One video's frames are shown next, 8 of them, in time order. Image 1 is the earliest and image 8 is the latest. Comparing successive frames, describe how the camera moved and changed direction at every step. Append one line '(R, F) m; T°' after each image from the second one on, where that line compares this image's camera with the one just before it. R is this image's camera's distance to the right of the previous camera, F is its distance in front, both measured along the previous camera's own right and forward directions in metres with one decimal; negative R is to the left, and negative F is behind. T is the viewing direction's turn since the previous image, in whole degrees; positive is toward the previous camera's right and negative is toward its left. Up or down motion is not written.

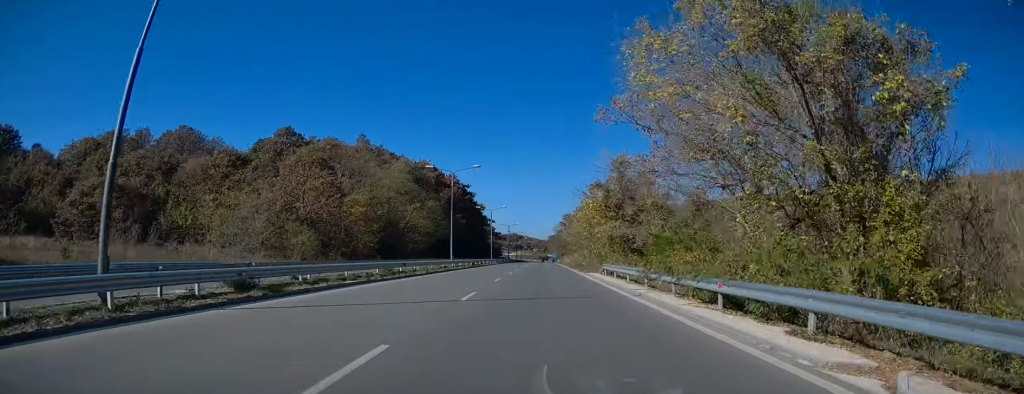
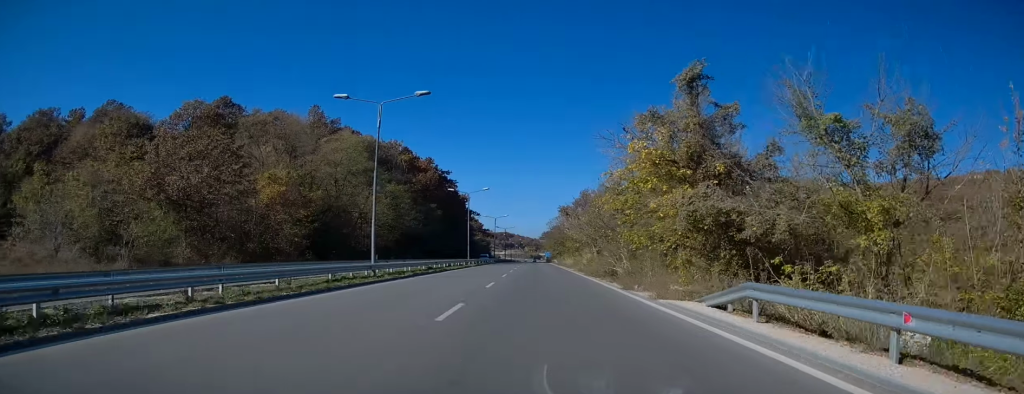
(+0.3, +21.3) m; +1°
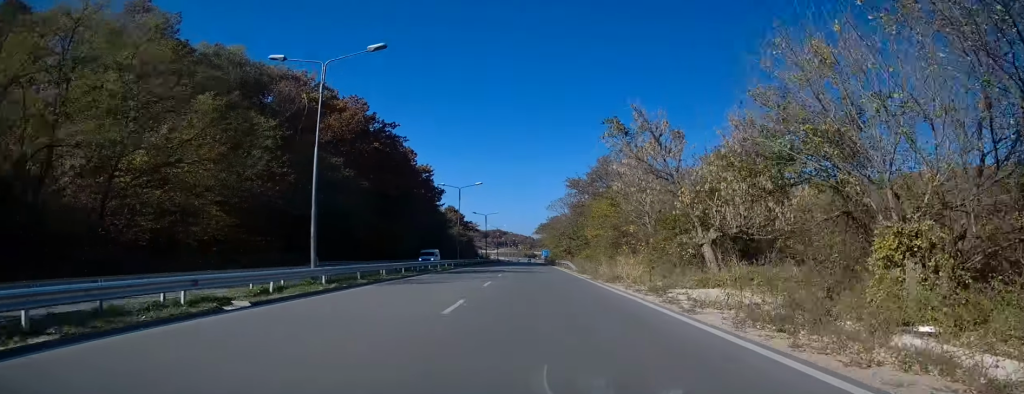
(+0.6, +43.5) m; +2°
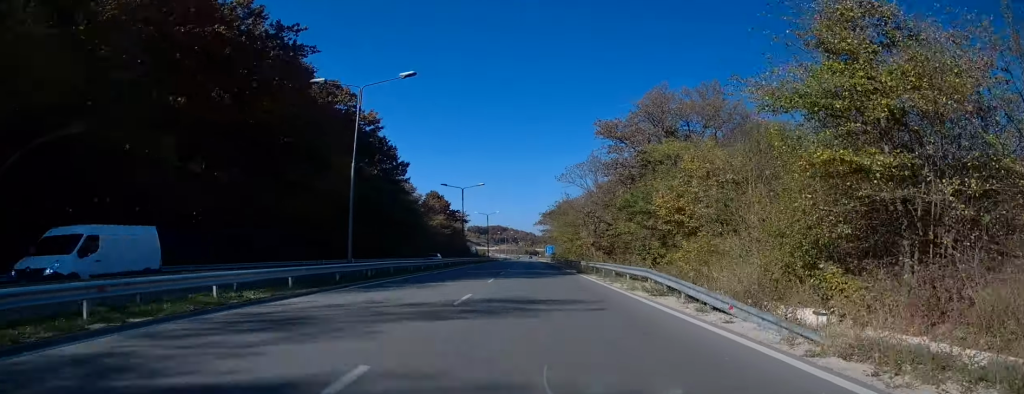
(+0.2, +34.5) m; 0°
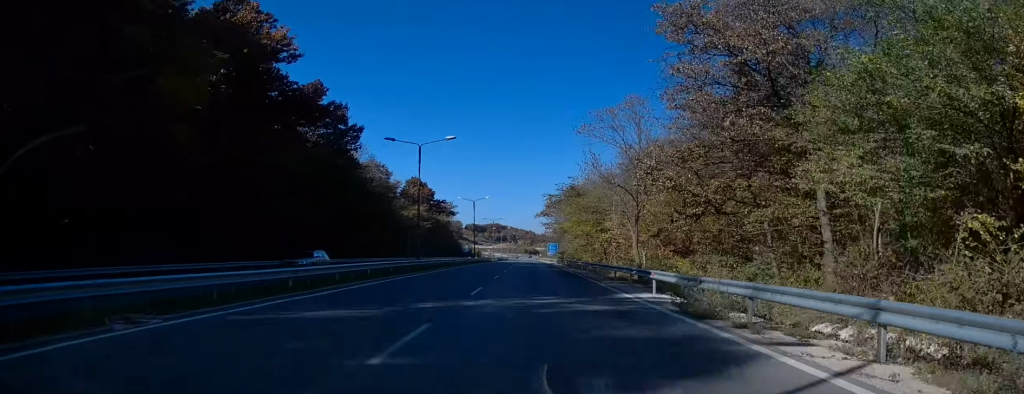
(-0.2, +24.0) m; 0°
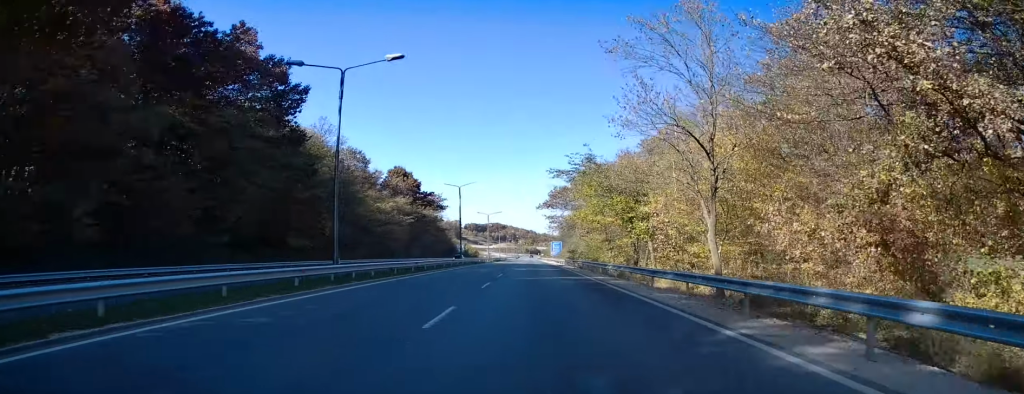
(-0.2, +15.7) m; 0°
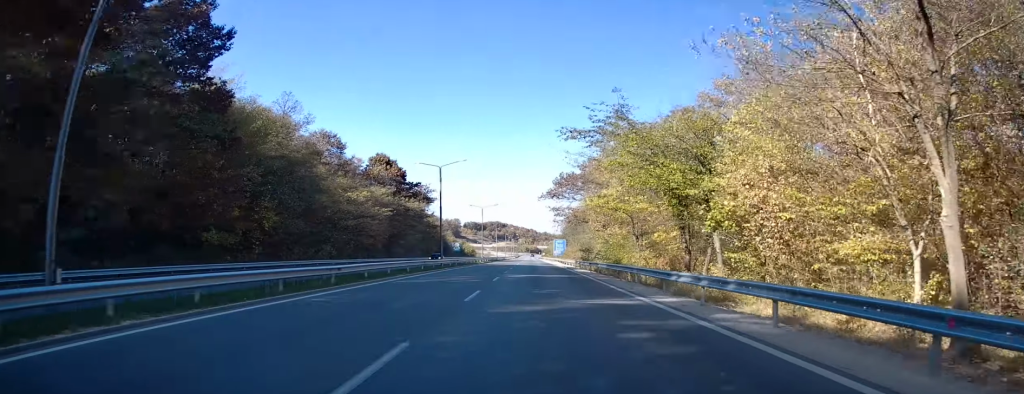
(+0.2, +13.3) m; 0°
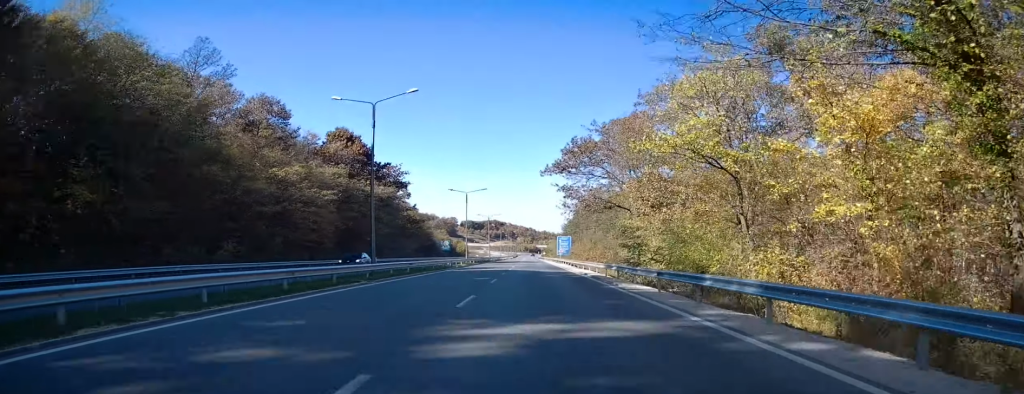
(+0.1, +19.9) m; 0°
